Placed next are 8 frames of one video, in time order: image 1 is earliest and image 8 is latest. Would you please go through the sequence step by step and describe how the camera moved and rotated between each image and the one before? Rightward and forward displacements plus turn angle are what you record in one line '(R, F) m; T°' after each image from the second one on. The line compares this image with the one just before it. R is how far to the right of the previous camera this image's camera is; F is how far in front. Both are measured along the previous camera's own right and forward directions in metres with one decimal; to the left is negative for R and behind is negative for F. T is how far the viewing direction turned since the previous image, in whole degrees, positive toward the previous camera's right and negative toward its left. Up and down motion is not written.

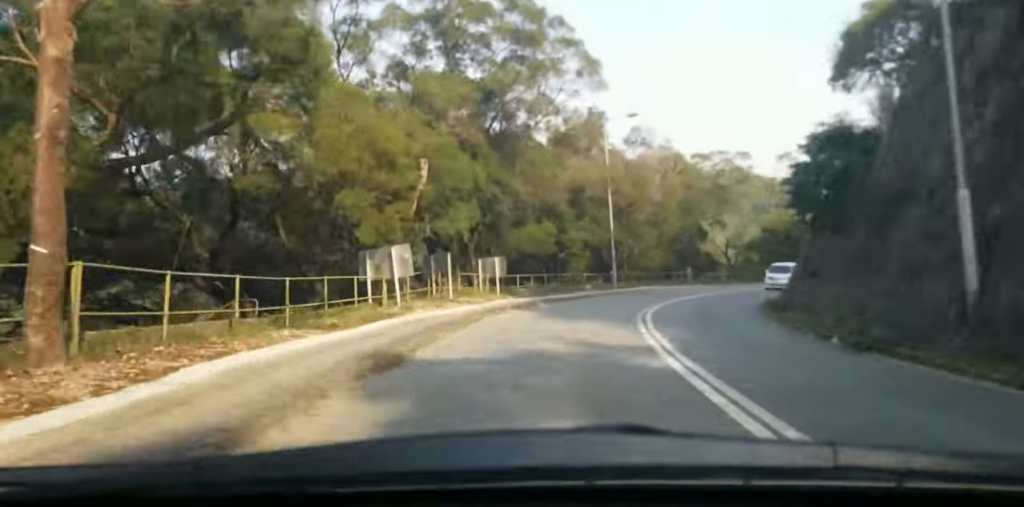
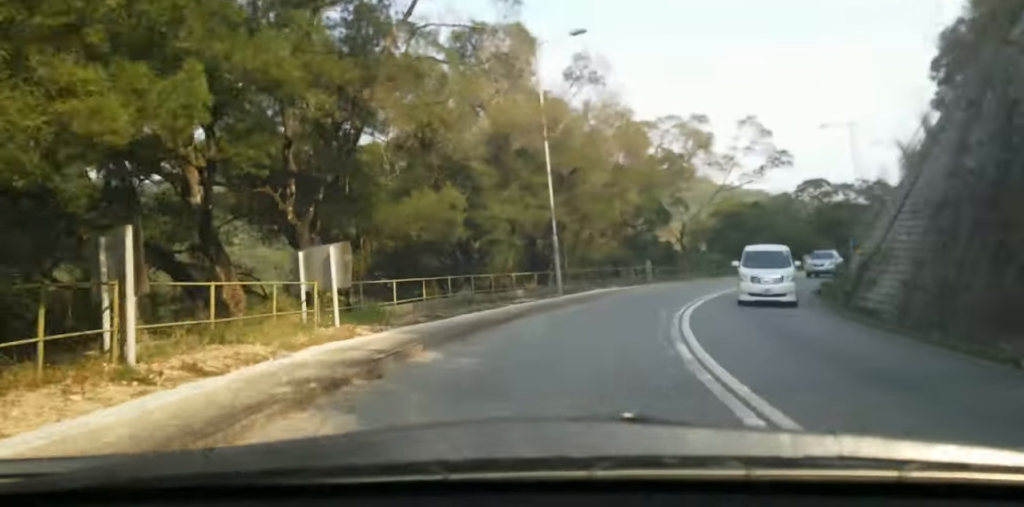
(+0.8, +15.6) m; +6°
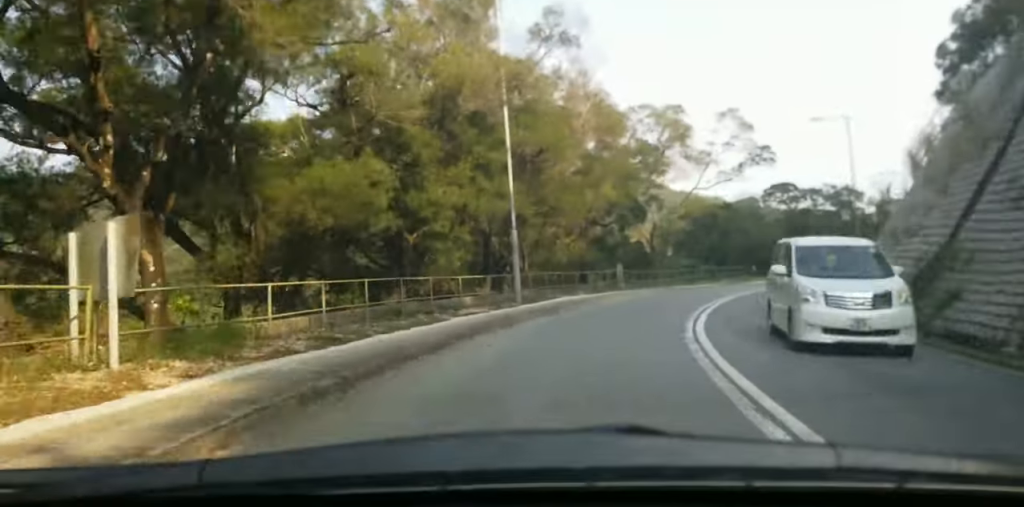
(+0.1, +6.4) m; +3°
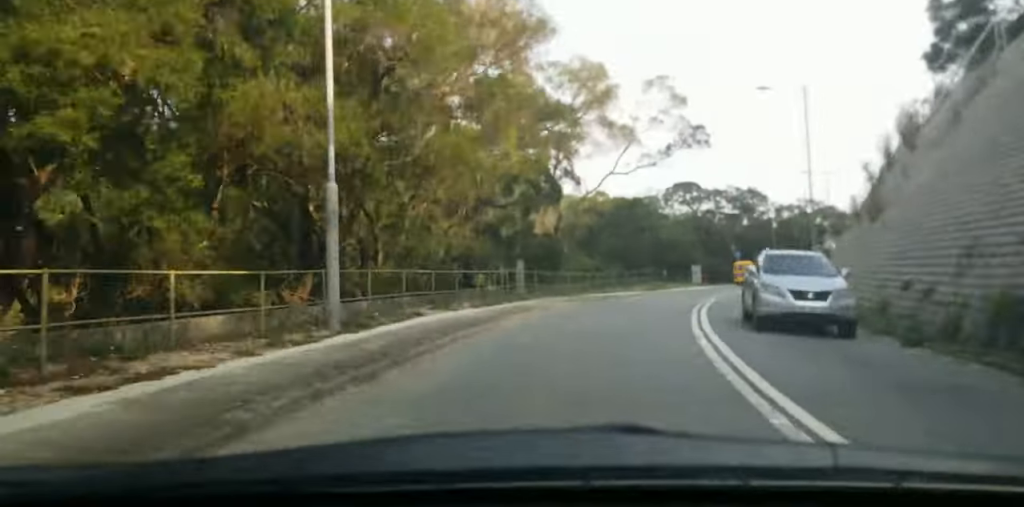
(+0.3, +12.8) m; +4°
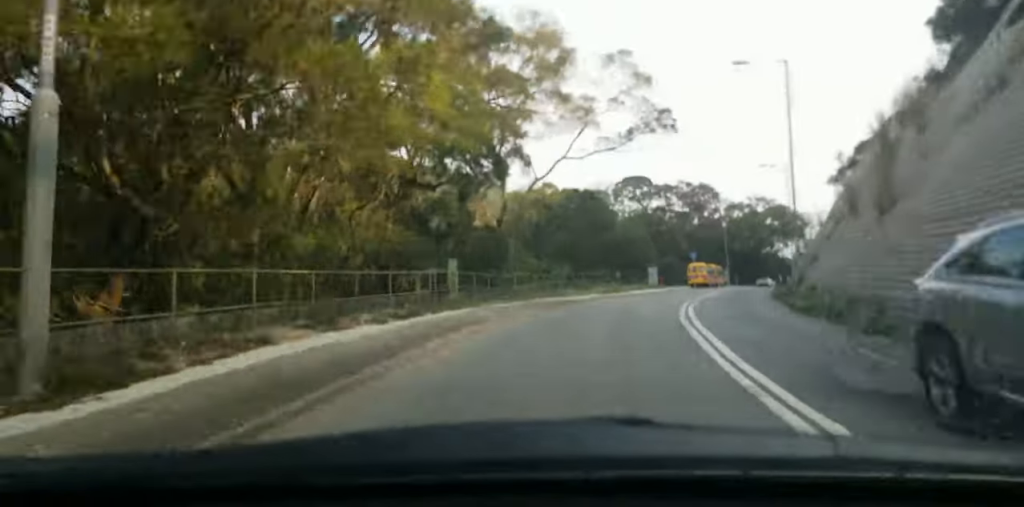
(+0.2, +6.4) m; +4°
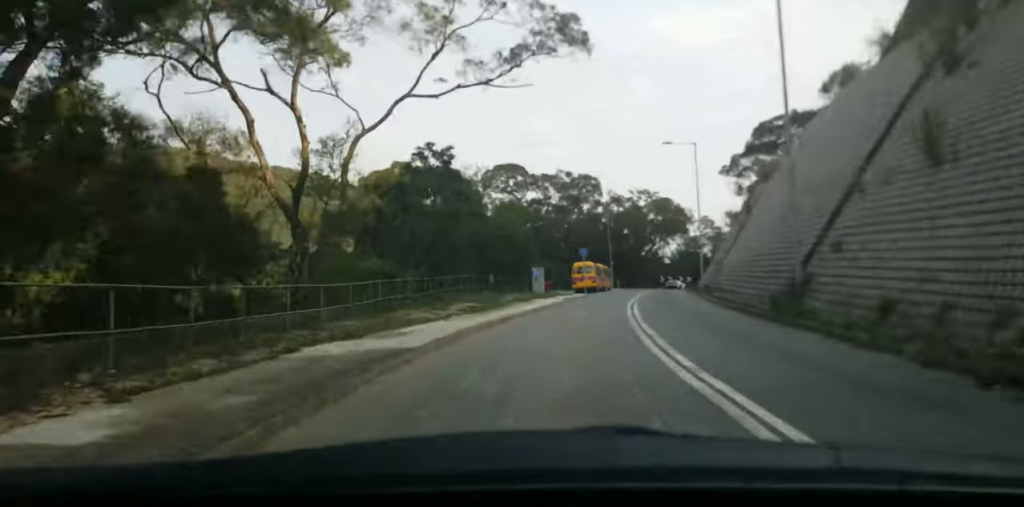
(+1.3, +15.9) m; +11°
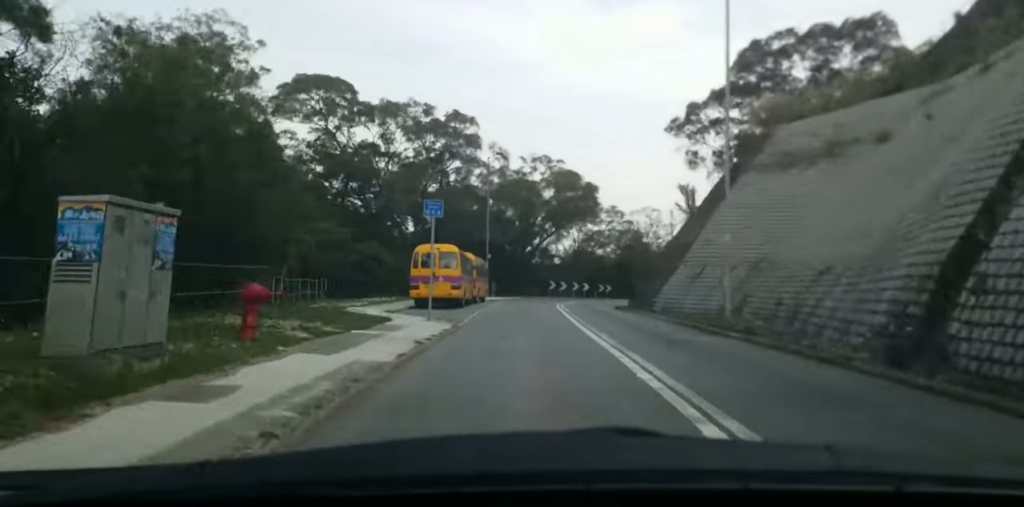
(+6.1, +33.0) m; +17°
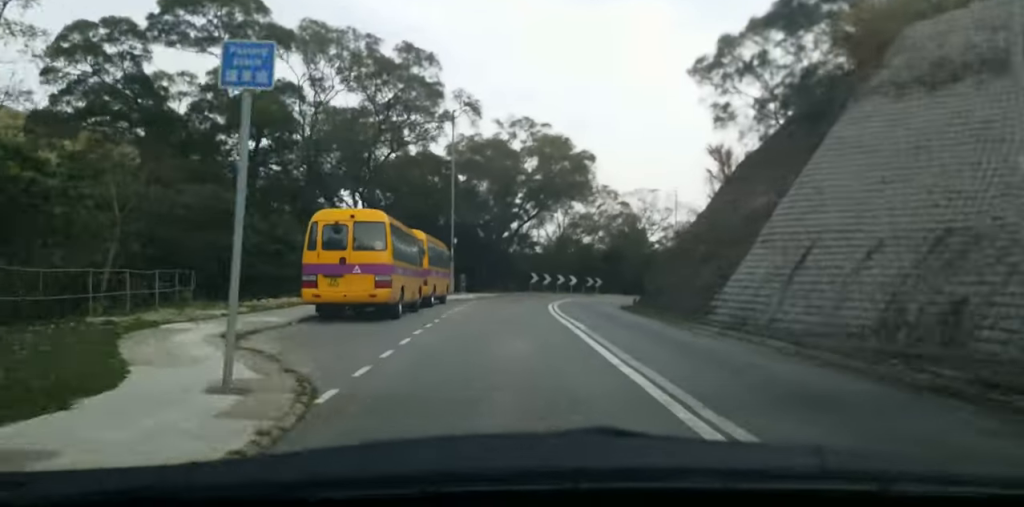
(+0.4, +13.3) m; +1°
